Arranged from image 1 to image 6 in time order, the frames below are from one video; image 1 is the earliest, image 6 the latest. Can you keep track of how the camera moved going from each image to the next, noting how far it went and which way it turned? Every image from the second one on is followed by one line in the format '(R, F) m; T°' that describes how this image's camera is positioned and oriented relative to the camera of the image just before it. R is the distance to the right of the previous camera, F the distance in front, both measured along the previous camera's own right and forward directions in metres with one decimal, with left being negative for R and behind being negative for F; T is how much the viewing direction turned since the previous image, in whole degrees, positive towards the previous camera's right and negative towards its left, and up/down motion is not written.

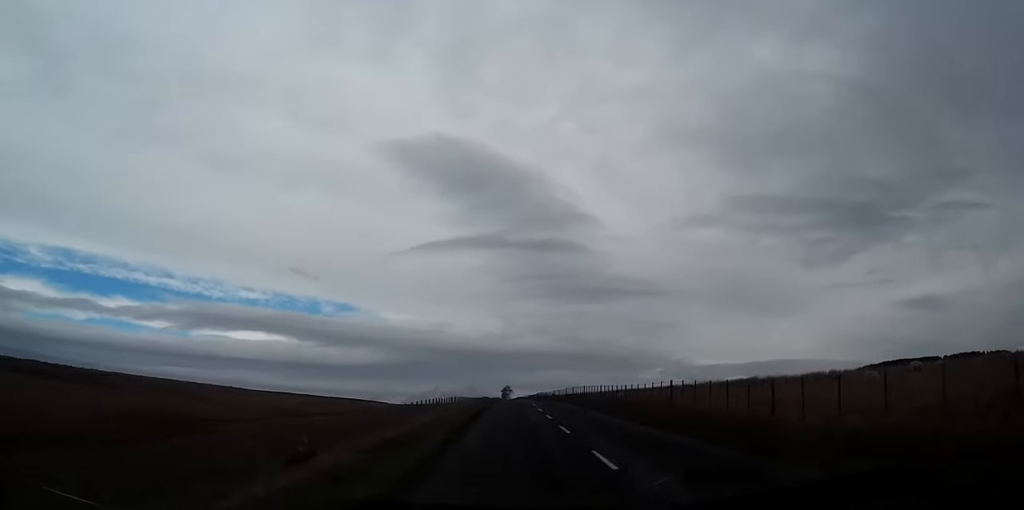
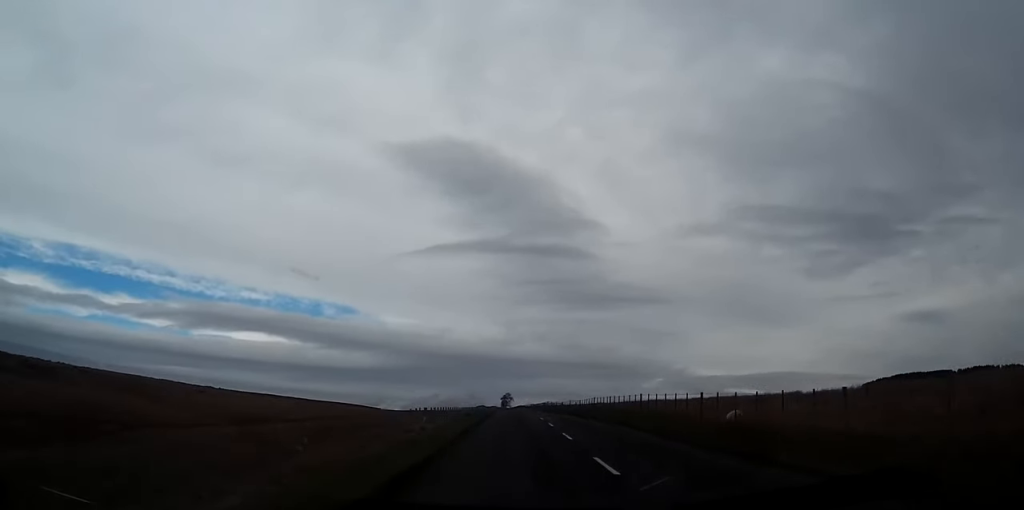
(+0.1, +25.9) m; 0°
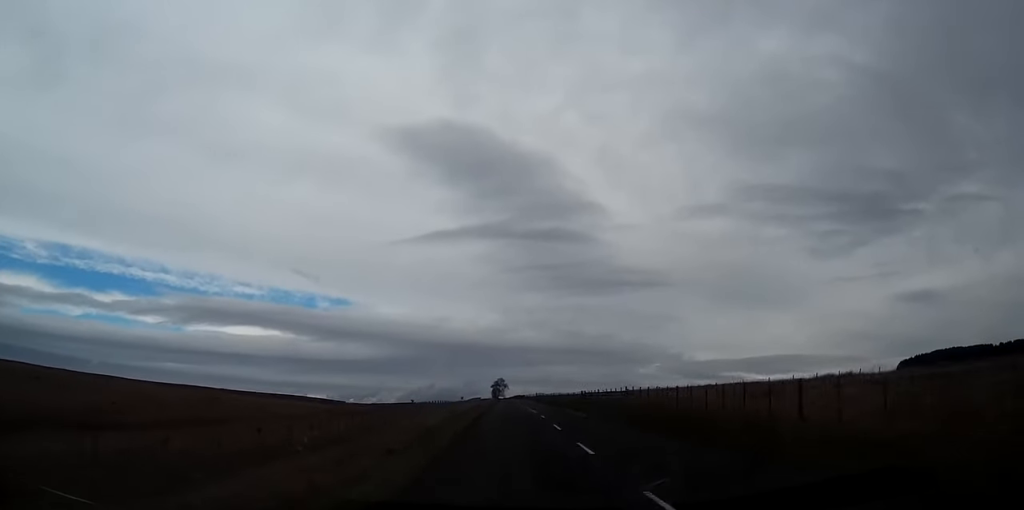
(-0.1, +83.8) m; 0°
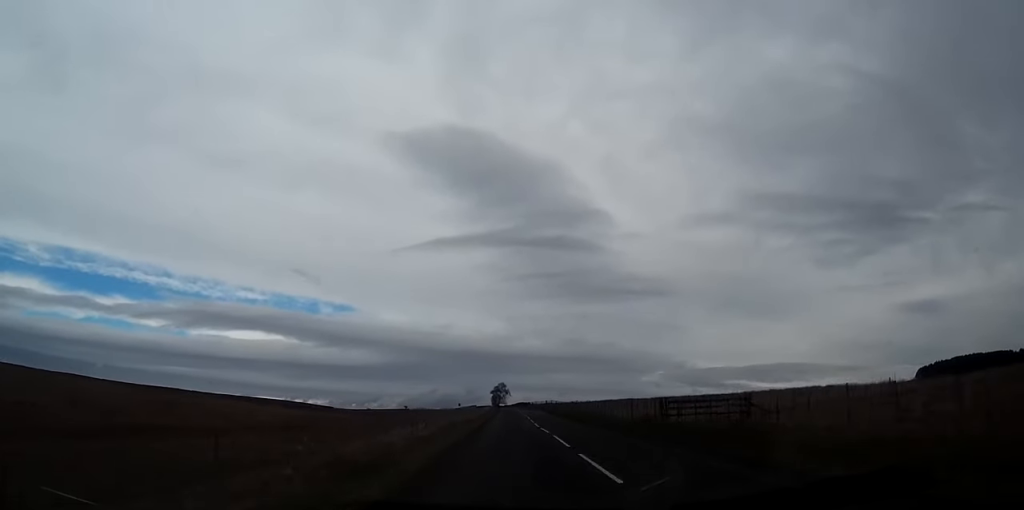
(+0.2, +29.8) m; 0°
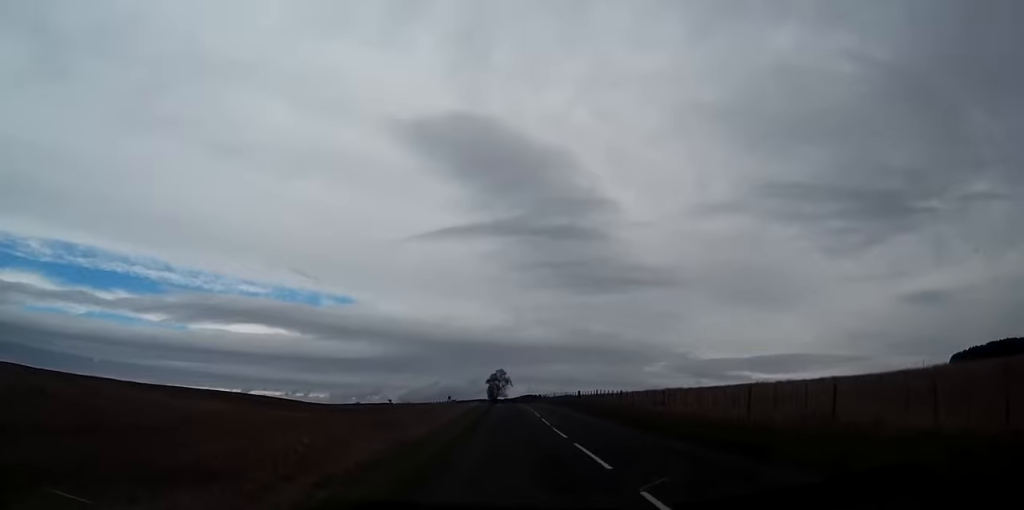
(-0.5, +51.6) m; -1°
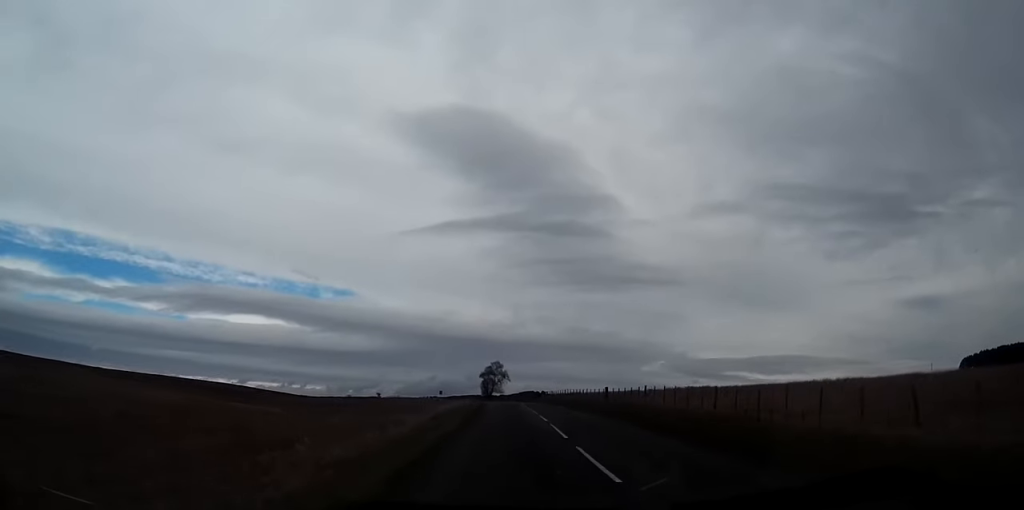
(0.0, +18.8) m; 0°
